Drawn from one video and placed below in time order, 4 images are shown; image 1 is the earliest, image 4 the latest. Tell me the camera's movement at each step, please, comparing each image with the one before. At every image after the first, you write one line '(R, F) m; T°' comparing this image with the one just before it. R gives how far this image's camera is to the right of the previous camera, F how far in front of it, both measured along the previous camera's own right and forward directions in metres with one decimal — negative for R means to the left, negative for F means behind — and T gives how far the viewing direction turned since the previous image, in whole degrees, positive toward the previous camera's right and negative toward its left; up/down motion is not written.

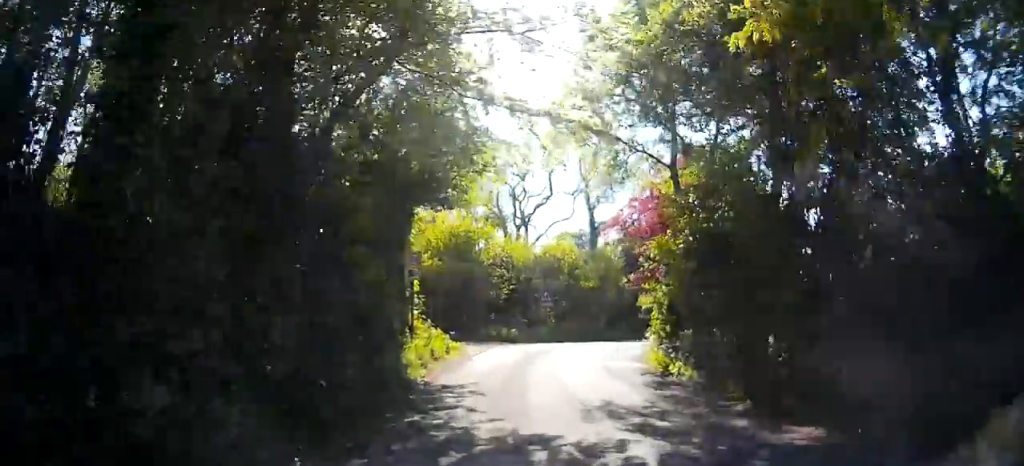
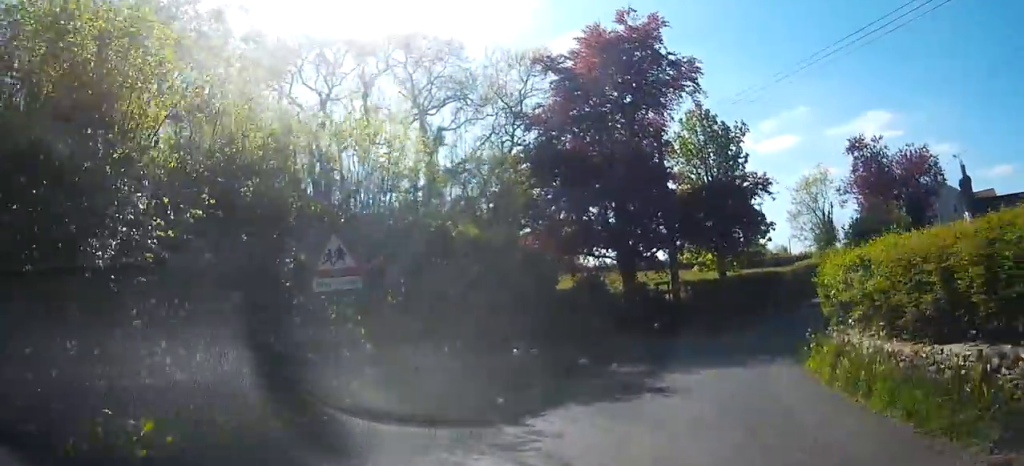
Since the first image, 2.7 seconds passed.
(+3.4, +22.5) m; +21°
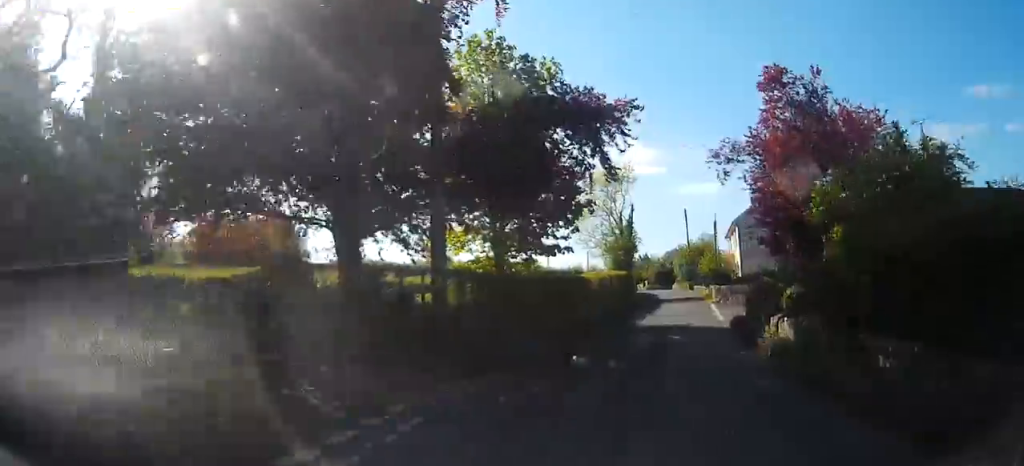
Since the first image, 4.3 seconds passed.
(+2.3, +13.5) m; +19°
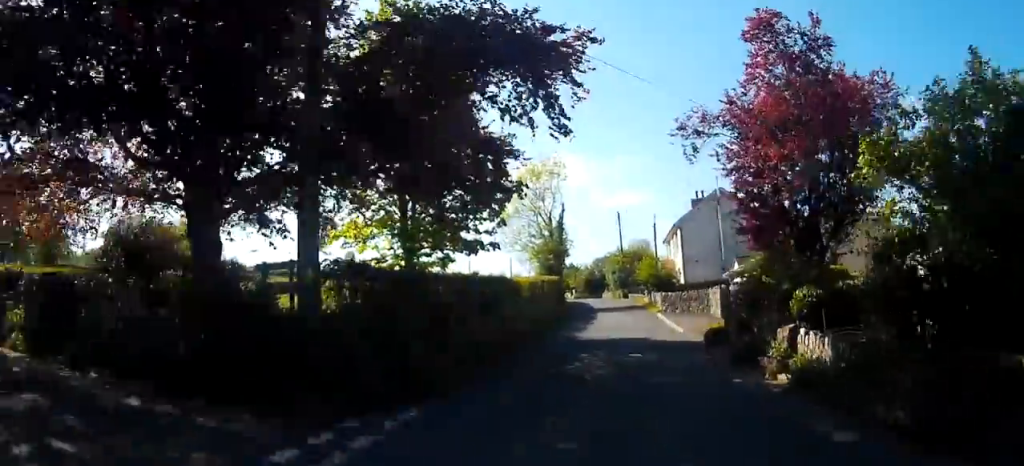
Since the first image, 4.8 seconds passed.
(+0.1, +4.5) m; +6°
